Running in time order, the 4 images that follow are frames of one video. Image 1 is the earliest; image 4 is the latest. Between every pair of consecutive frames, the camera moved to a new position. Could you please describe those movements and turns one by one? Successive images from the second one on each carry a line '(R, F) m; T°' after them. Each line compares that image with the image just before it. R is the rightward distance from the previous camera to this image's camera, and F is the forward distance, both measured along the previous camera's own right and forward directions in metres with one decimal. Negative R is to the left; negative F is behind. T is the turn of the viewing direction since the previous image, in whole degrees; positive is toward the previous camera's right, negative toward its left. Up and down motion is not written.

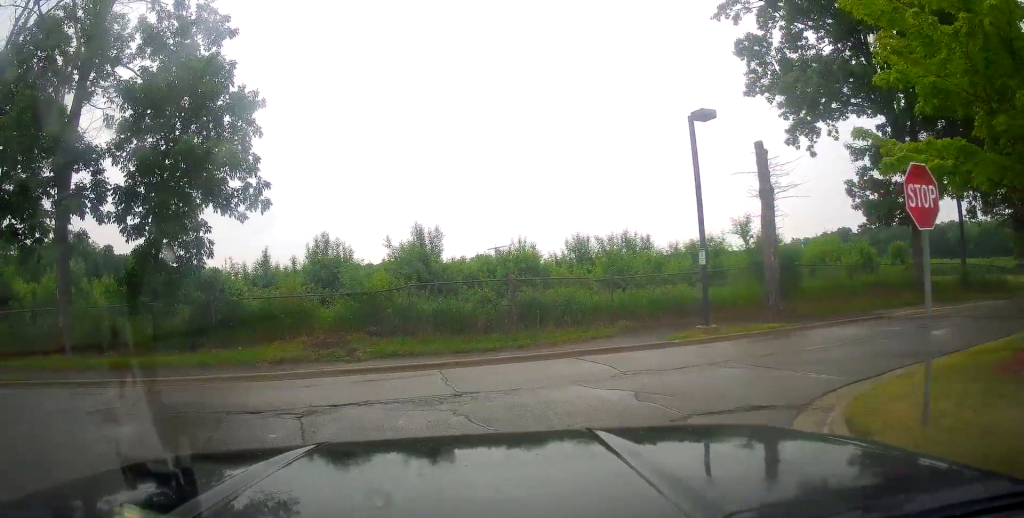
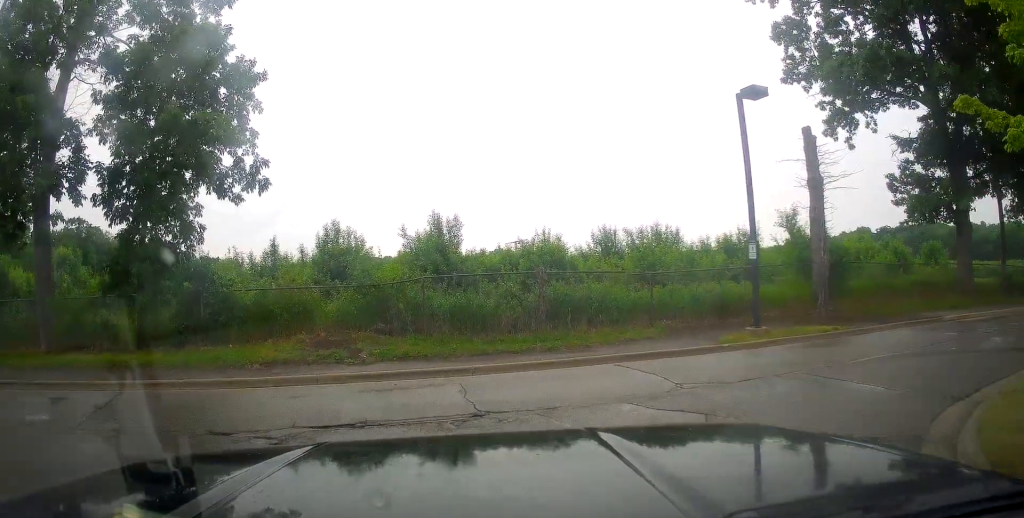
(-0.2, +2.2) m; +4°
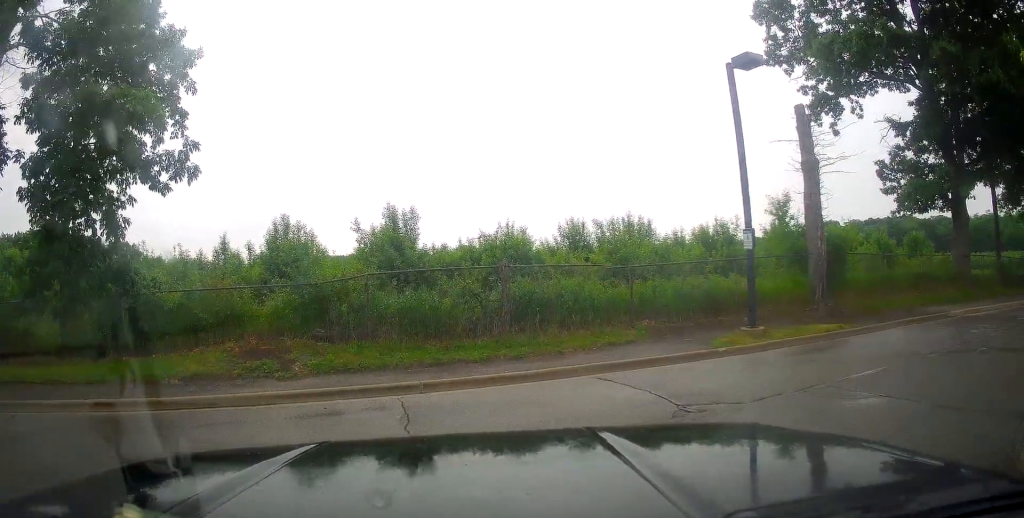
(+0.2, +3.0) m; +4°
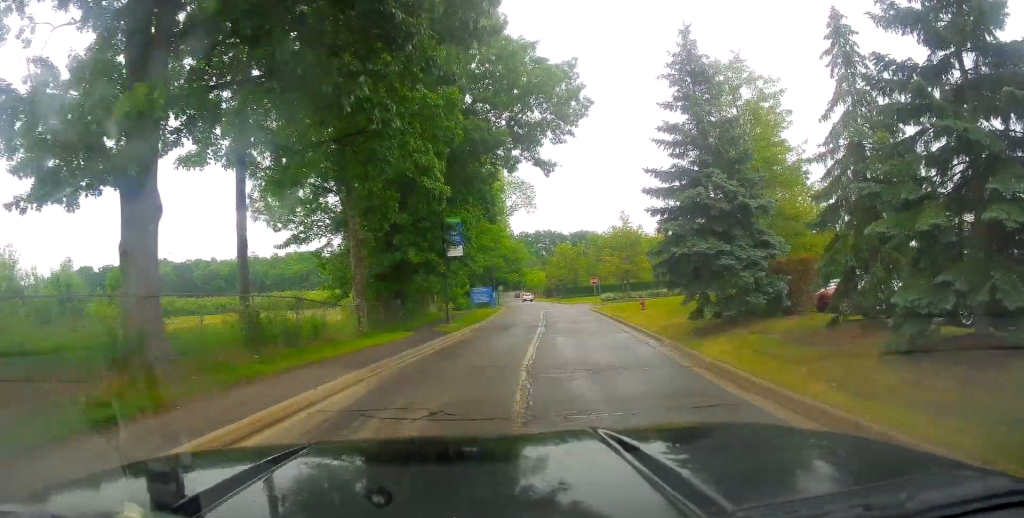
(+8.7, +9.2) m; +67°
